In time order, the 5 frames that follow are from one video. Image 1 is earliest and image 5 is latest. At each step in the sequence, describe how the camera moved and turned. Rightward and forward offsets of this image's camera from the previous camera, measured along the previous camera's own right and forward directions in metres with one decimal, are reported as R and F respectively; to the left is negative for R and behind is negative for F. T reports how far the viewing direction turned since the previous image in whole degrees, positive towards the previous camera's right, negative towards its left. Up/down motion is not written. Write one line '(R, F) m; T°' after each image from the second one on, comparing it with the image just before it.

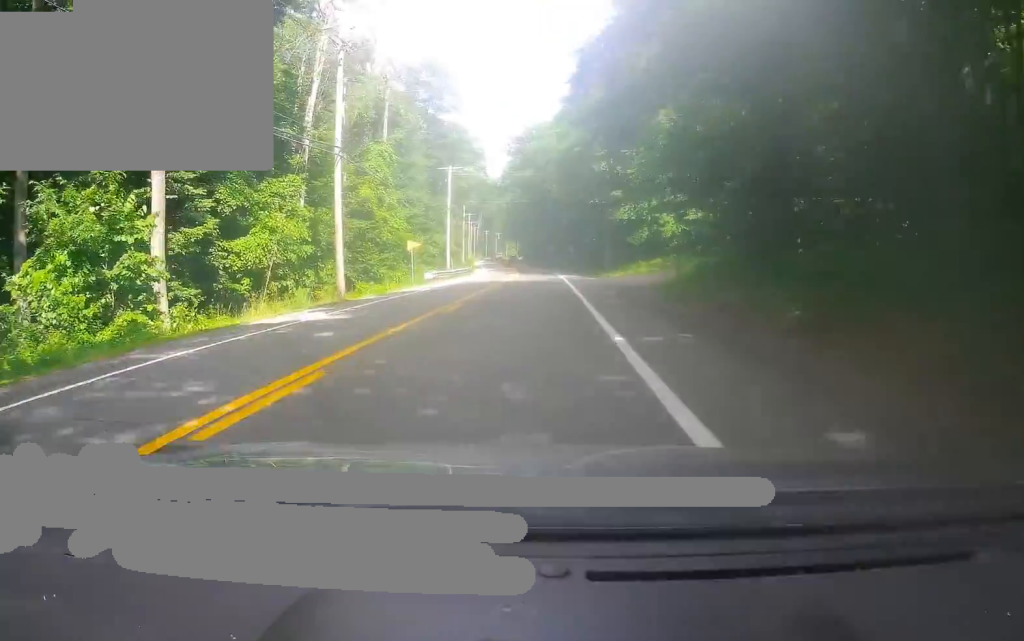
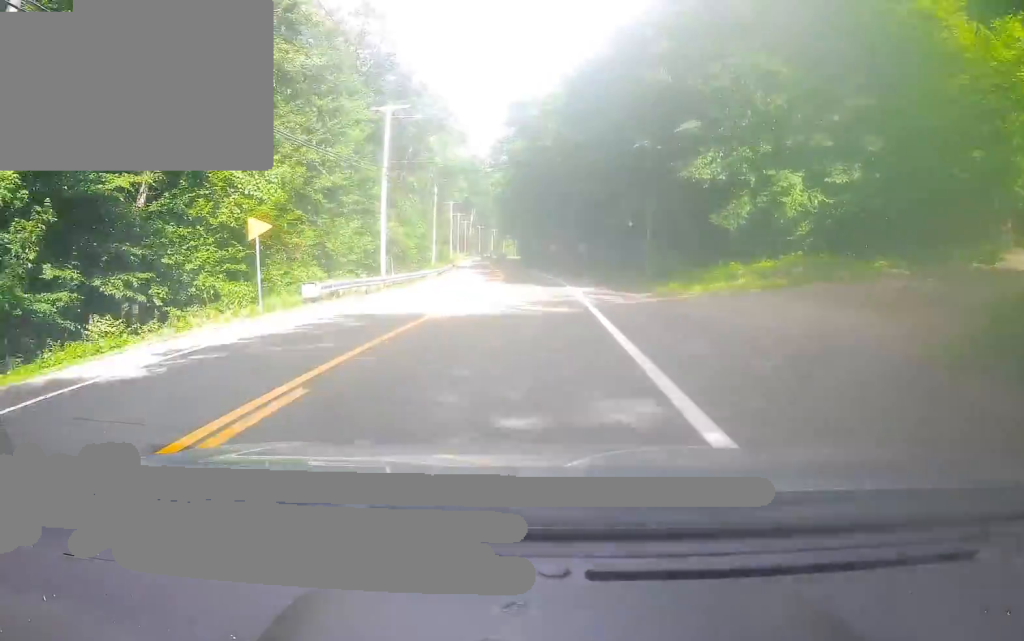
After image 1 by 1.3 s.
(-0.3, +26.2) m; 0°
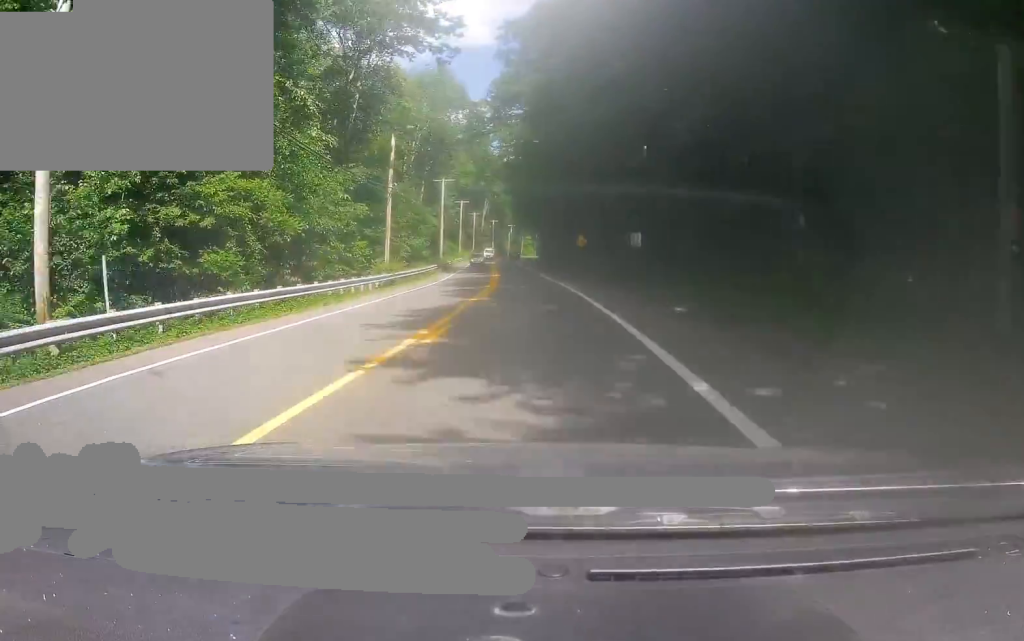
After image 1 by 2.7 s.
(0.0, +29.1) m; -1°
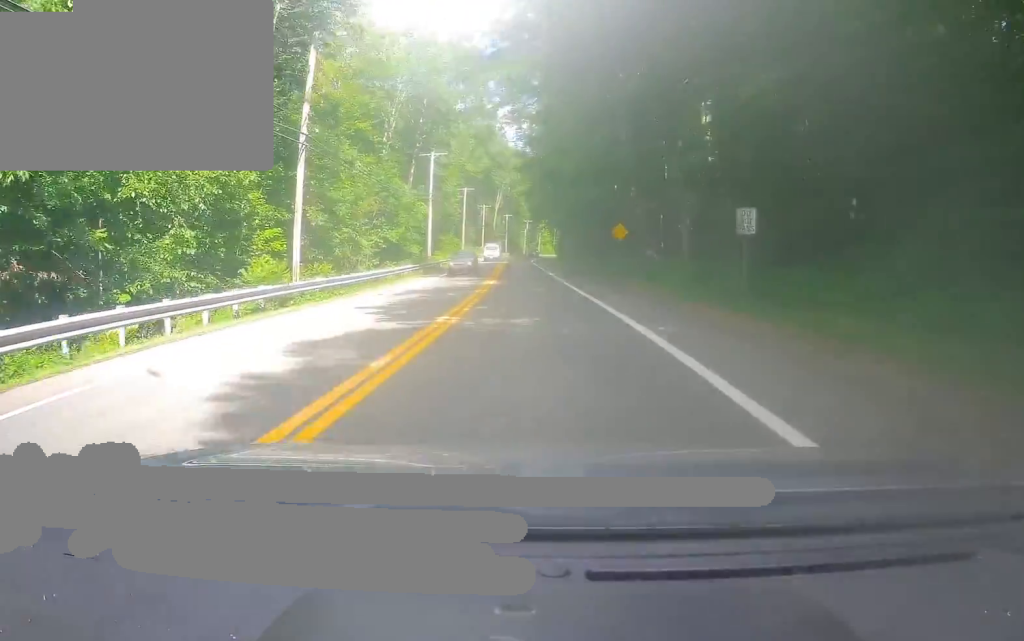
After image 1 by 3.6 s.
(-0.2, +19.1) m; -1°
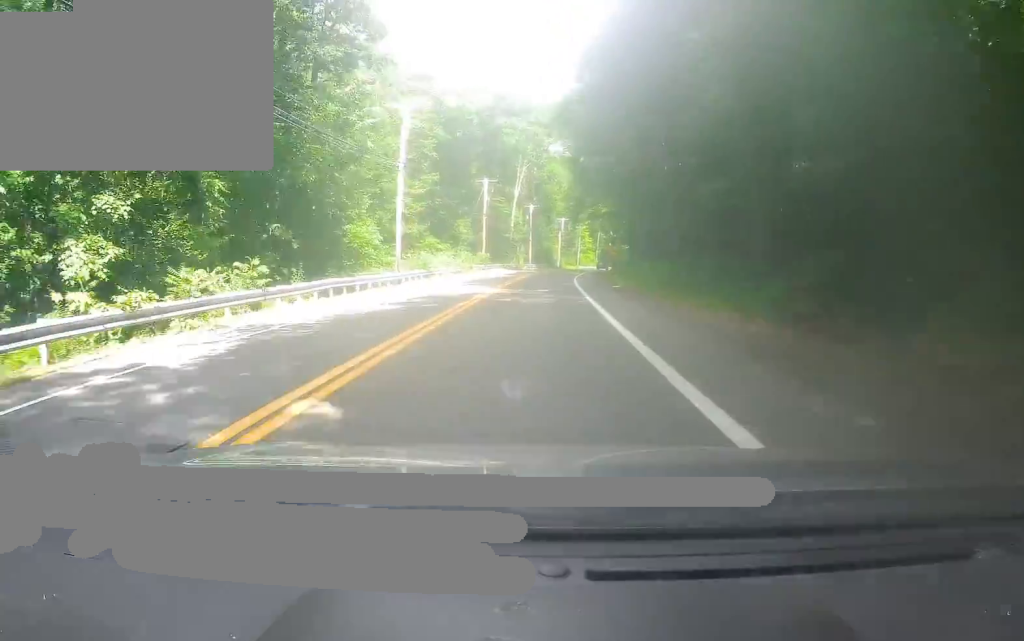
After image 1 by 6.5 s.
(-1.7, +59.2) m; -2°
